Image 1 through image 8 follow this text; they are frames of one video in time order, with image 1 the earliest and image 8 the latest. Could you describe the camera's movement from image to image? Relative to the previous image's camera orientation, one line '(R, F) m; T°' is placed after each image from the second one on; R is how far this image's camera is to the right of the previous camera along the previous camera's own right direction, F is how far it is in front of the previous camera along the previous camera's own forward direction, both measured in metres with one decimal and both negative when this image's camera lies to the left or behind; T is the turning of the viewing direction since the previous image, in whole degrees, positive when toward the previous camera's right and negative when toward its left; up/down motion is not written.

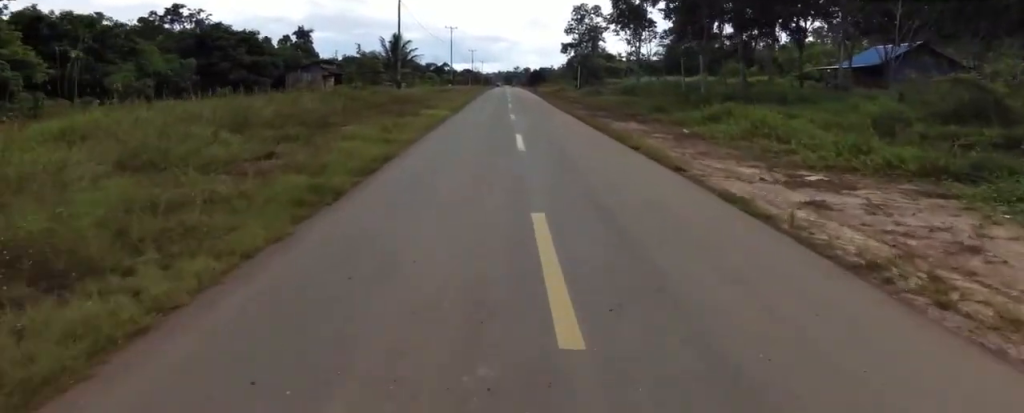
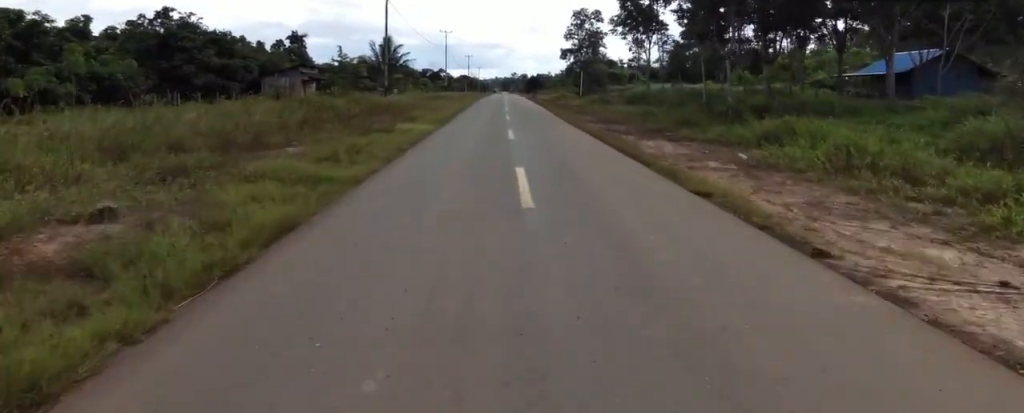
(+0.1, +4.1) m; -2°
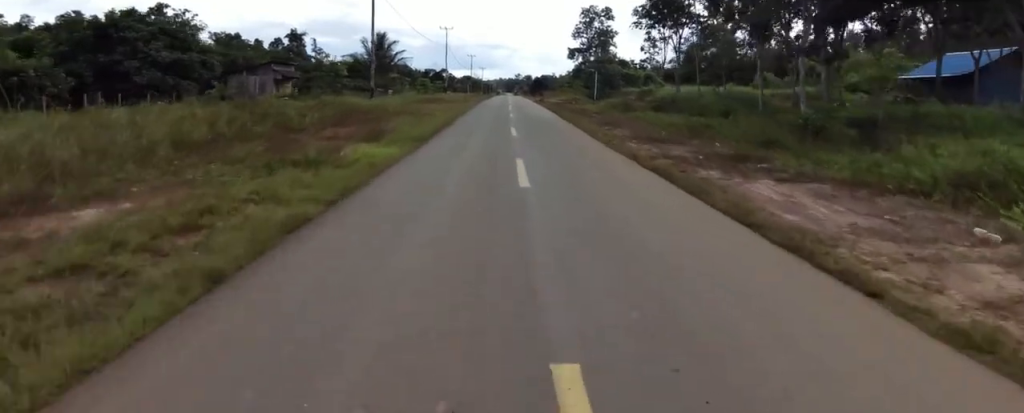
(-0.3, +6.7) m; -2°
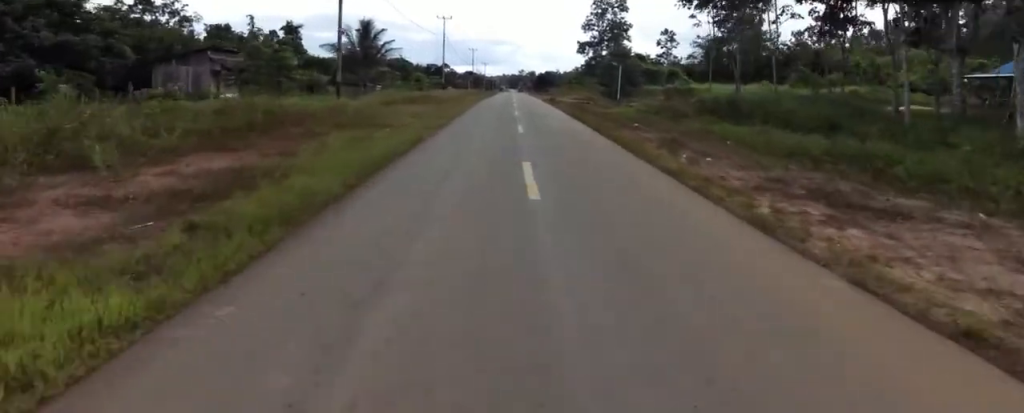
(-0.1, +8.9) m; +1°
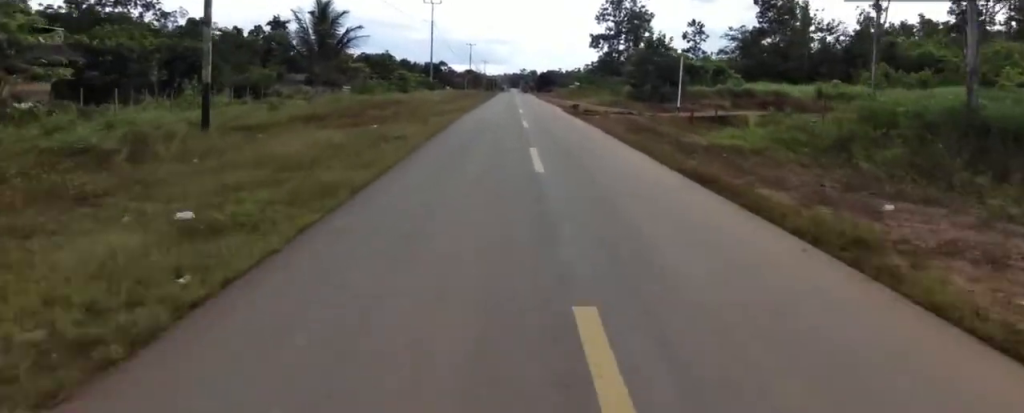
(+0.5, +14.3) m; +4°
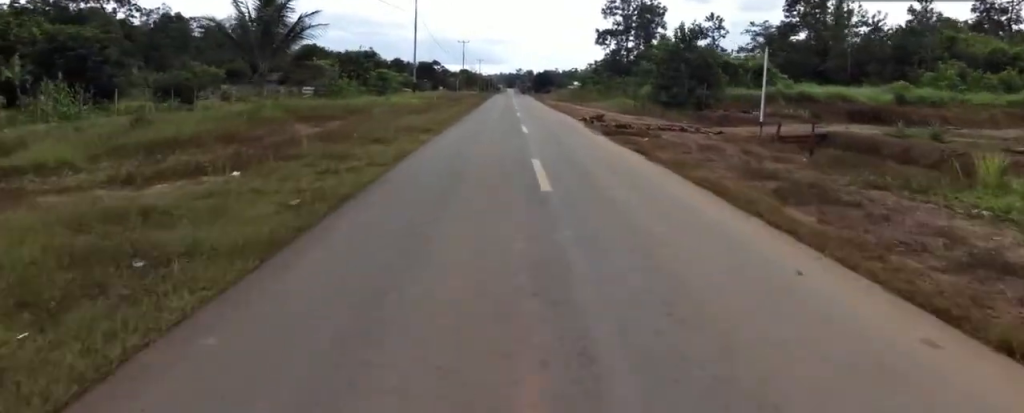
(+0.2, +10.2) m; 0°
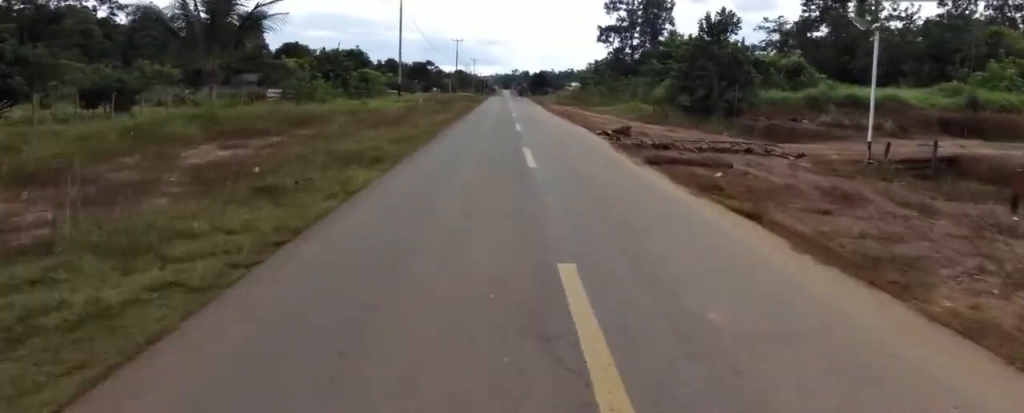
(+0.1, +5.9) m; -1°
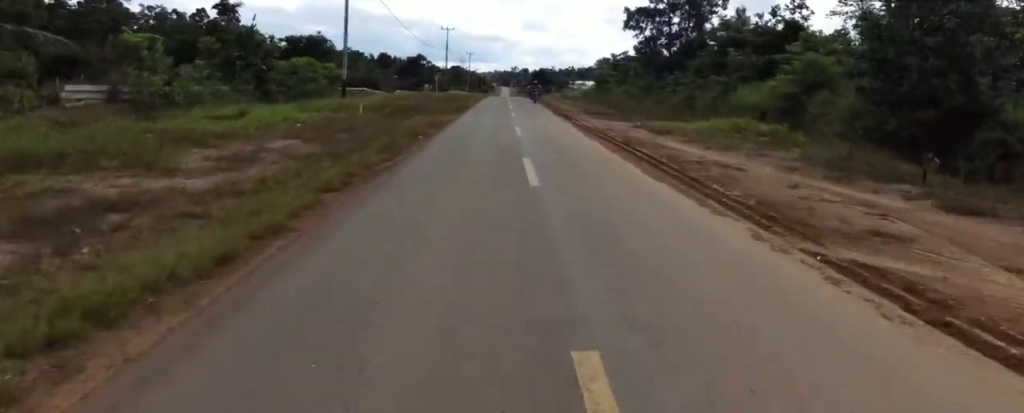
(-0.5, +17.6) m; 0°
